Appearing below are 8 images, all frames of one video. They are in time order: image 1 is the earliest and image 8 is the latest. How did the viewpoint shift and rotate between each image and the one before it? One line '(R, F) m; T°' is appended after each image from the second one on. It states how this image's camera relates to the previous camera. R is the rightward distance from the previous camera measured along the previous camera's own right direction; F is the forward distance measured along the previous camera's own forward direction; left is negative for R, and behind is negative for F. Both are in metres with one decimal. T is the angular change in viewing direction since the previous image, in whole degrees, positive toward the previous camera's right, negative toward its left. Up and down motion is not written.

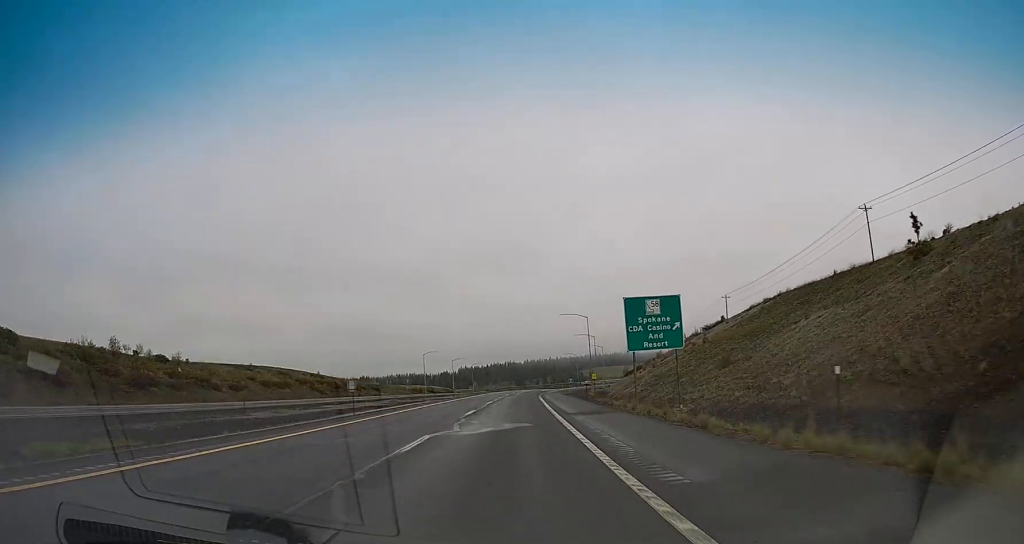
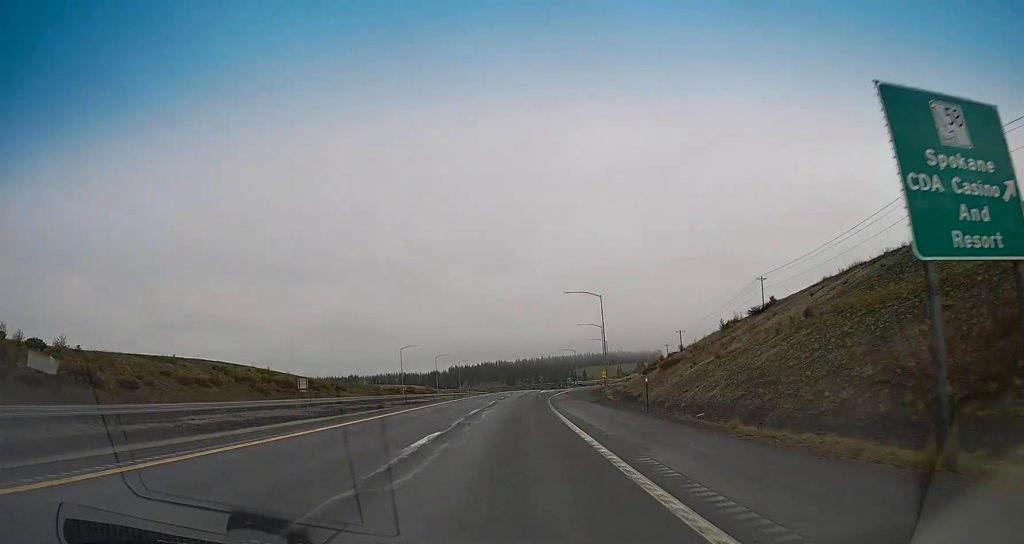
(+0.1, +29.6) m; 0°
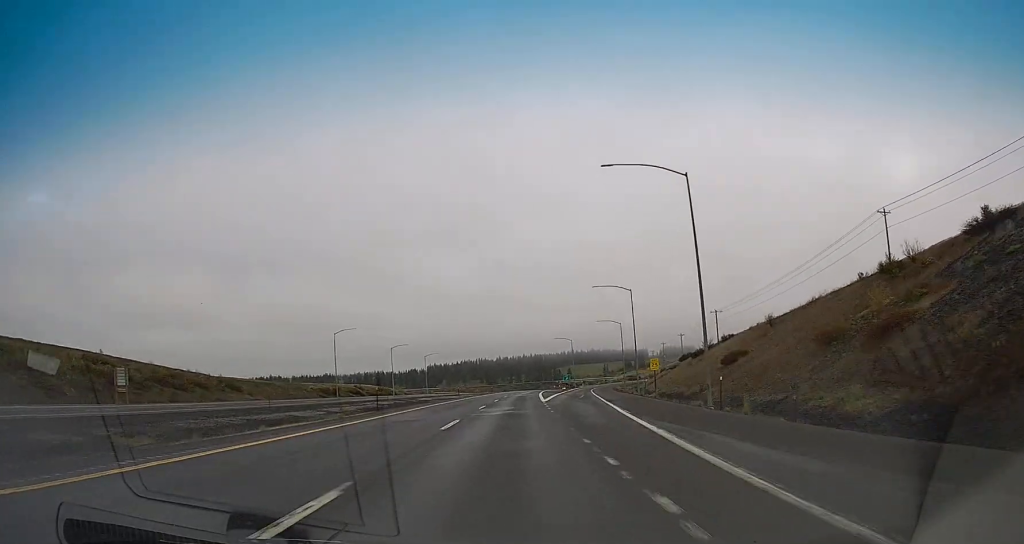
(+0.8, +55.2) m; +2°
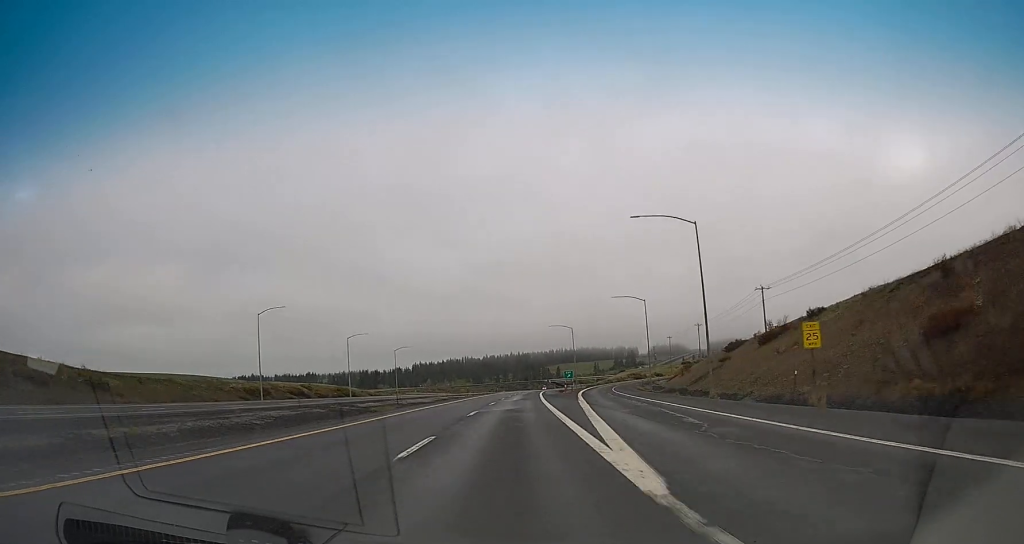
(+0.4, +37.4) m; +1°
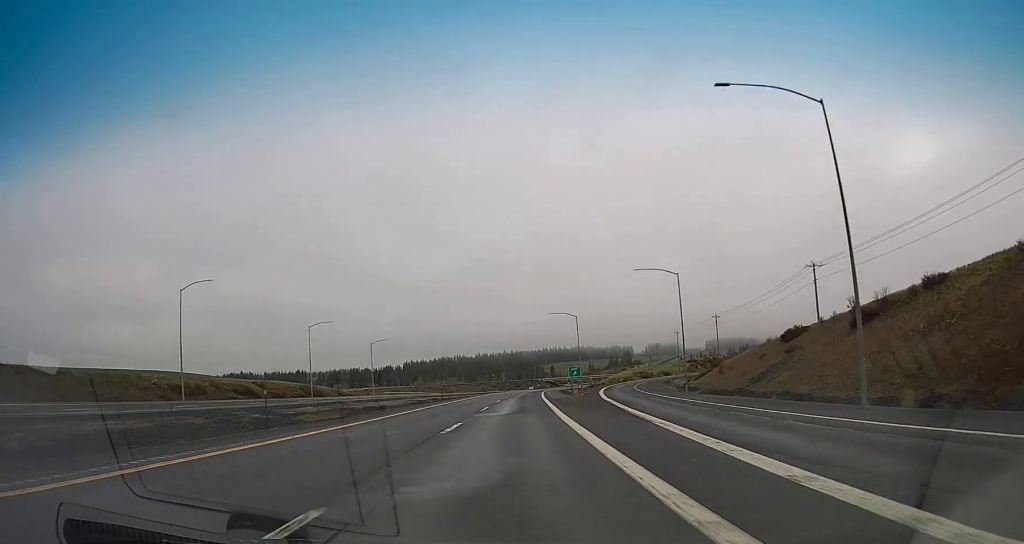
(+0.2, +24.5) m; +1°
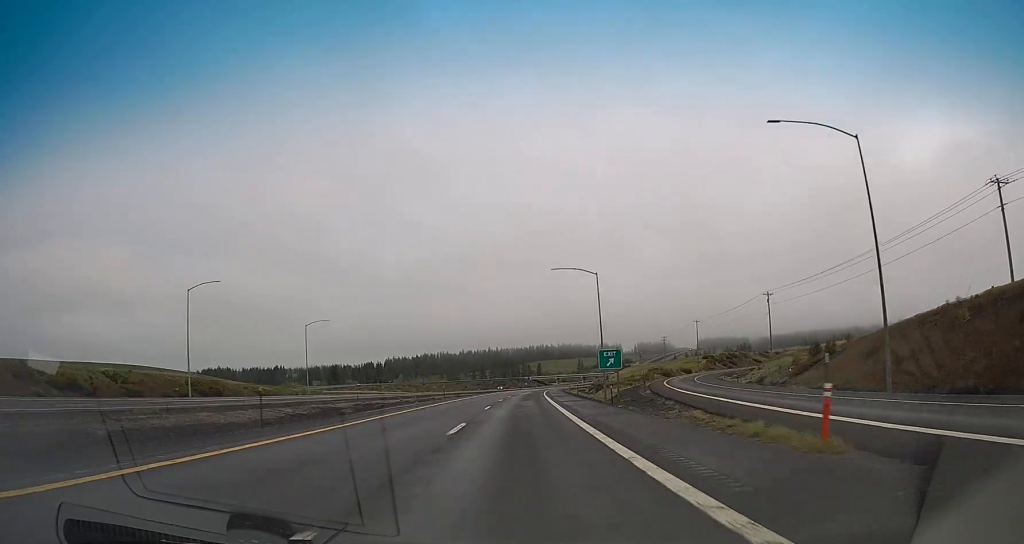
(+0.8, +46.2) m; +1°
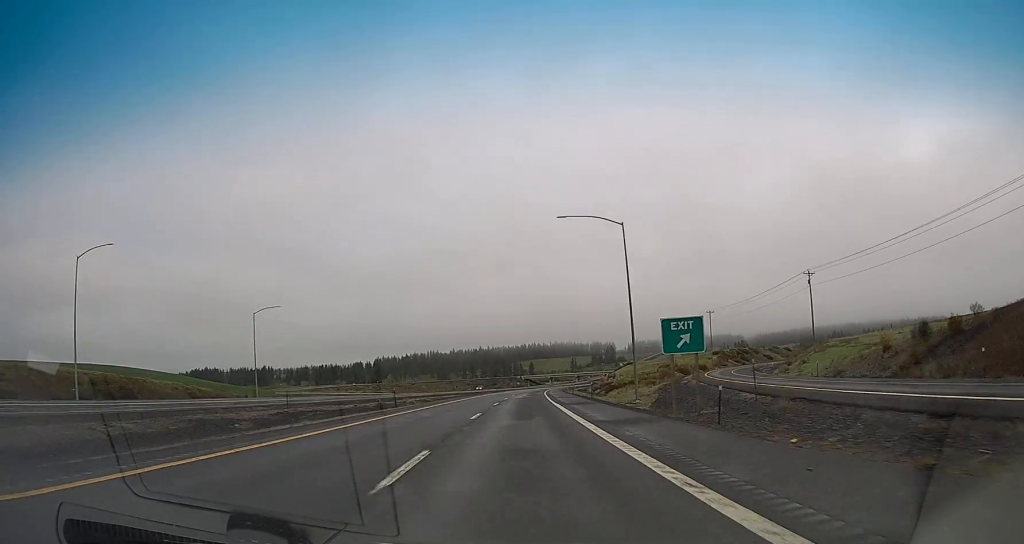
(-0.2, +23.6) m; 0°
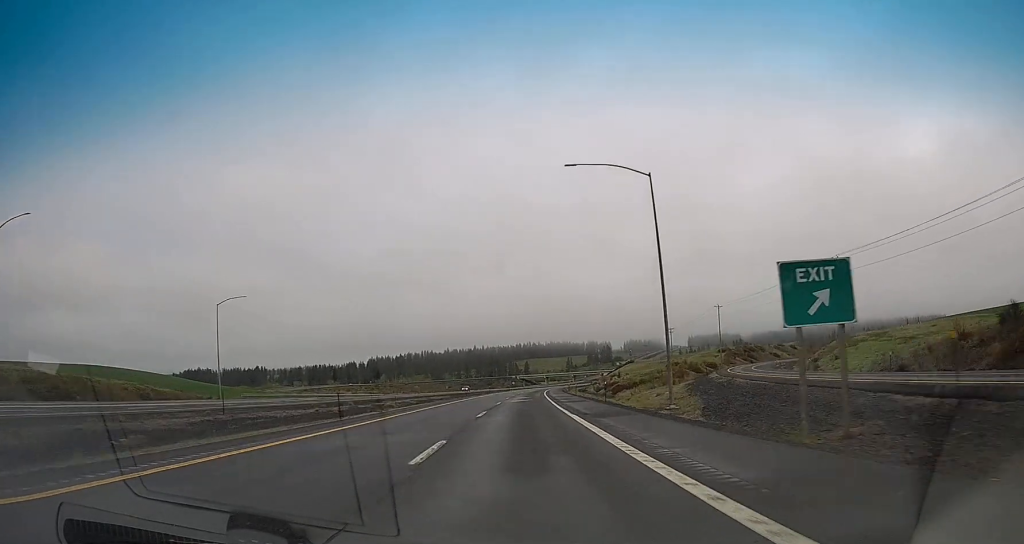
(+0.1, +12.8) m; +1°
